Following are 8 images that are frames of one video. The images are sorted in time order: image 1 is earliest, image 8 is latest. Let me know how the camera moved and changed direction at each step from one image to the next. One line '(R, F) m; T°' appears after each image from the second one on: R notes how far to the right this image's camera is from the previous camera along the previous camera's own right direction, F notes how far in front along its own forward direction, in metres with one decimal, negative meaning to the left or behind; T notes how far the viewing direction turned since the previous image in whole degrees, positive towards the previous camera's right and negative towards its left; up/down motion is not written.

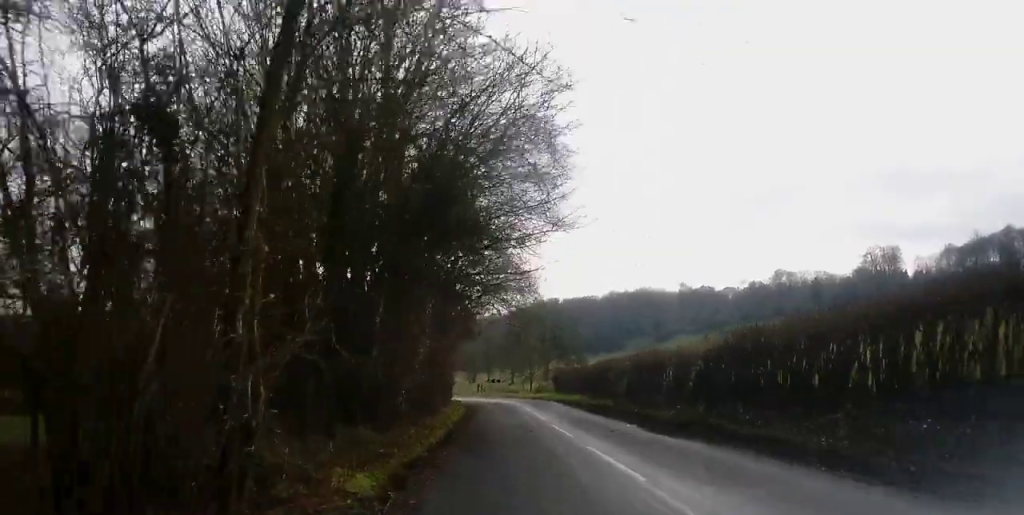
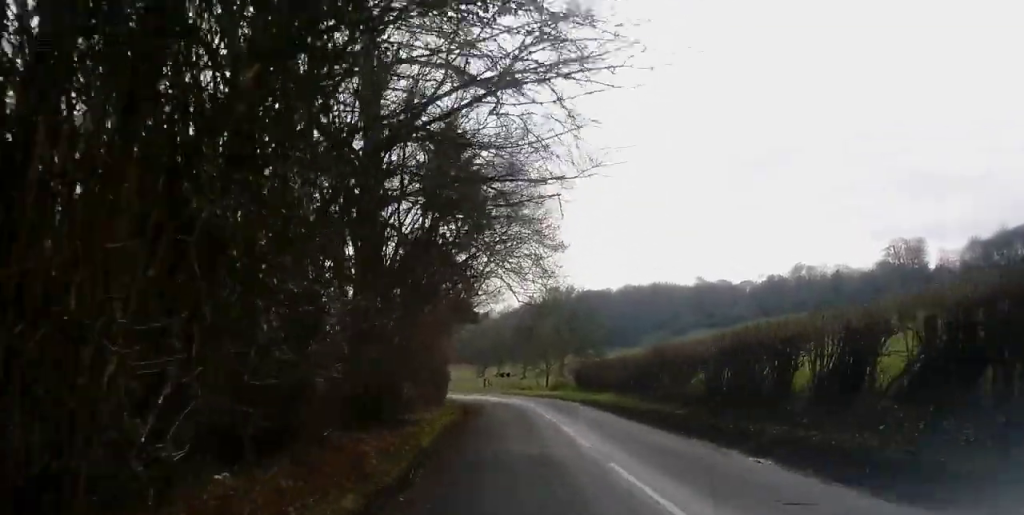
(-0.2, +11.6) m; 0°
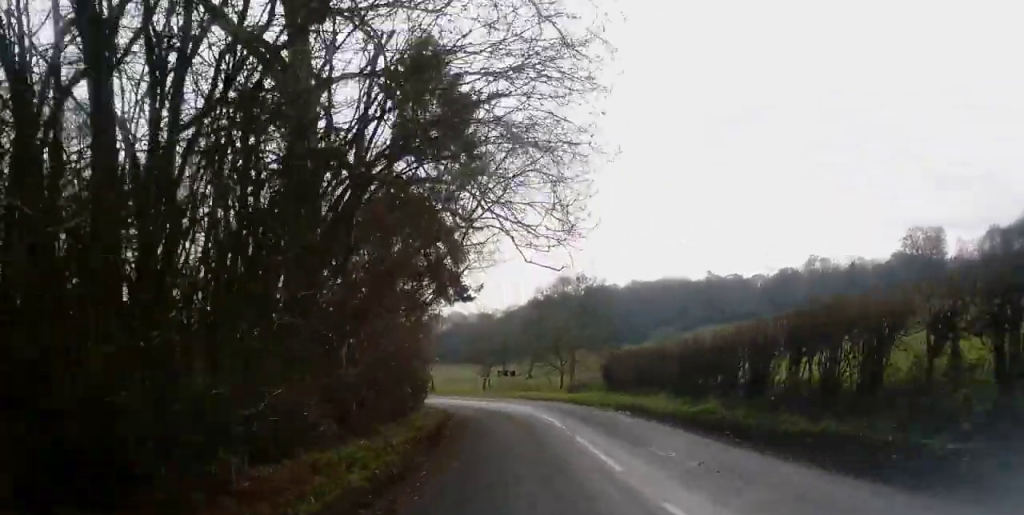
(+0.1, +12.8) m; -2°
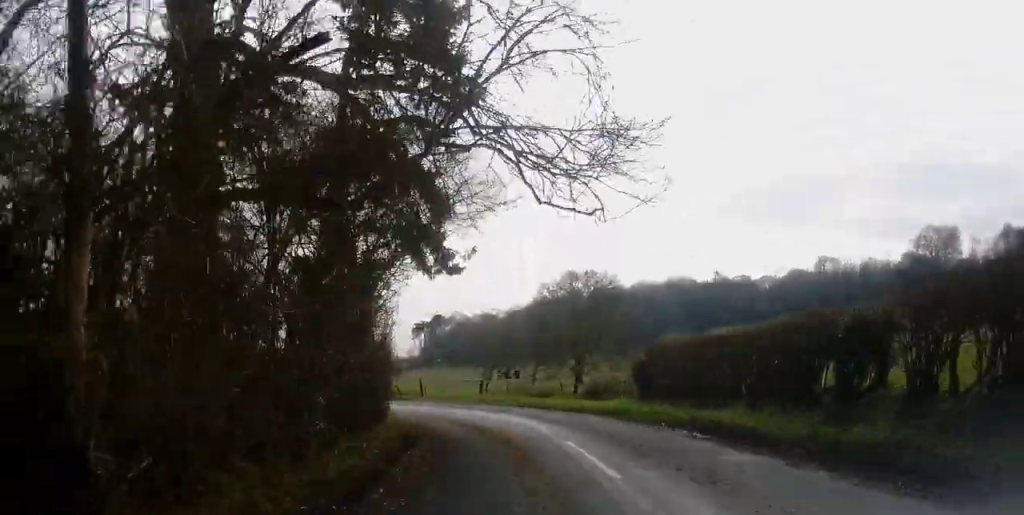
(-0.5, +9.9) m; -3°
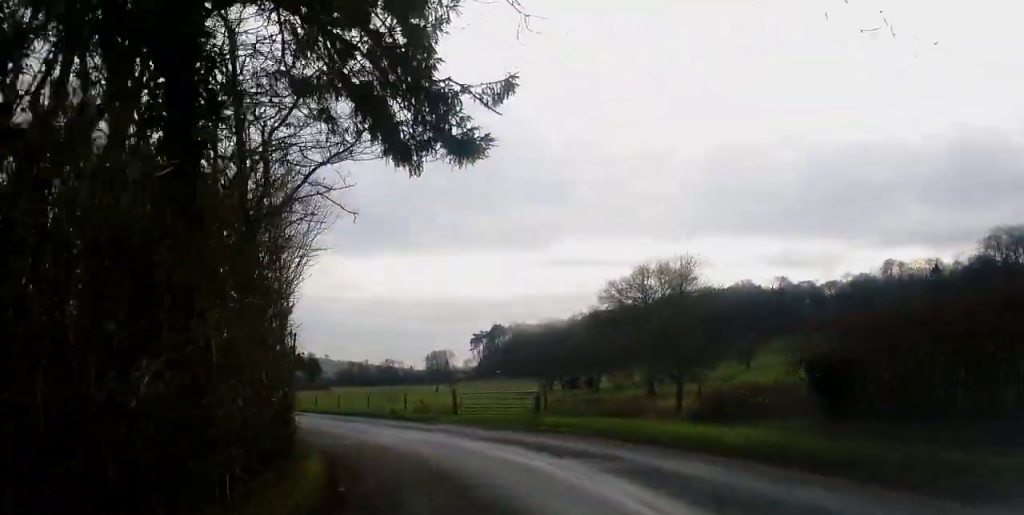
(-0.3, +14.0) m; -5°
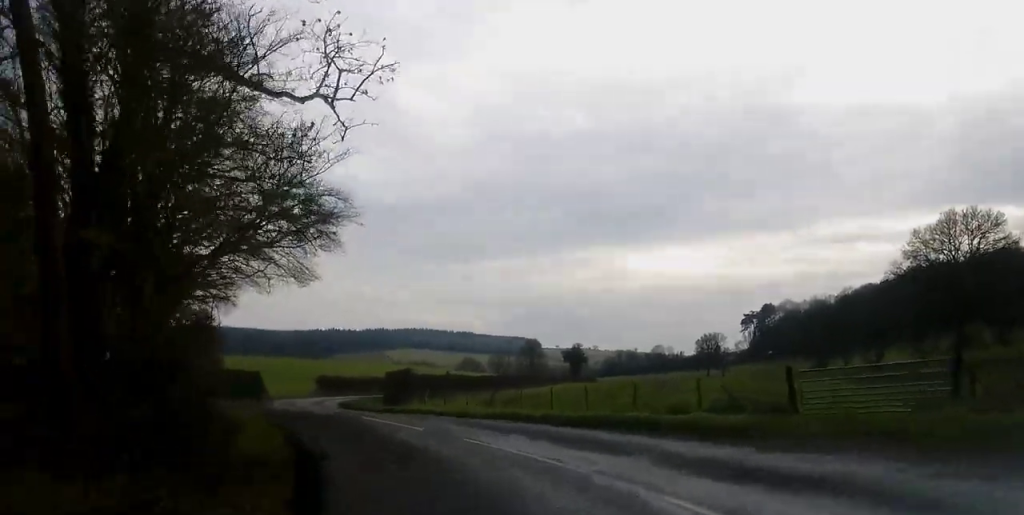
(-1.8, +16.9) m; -17°
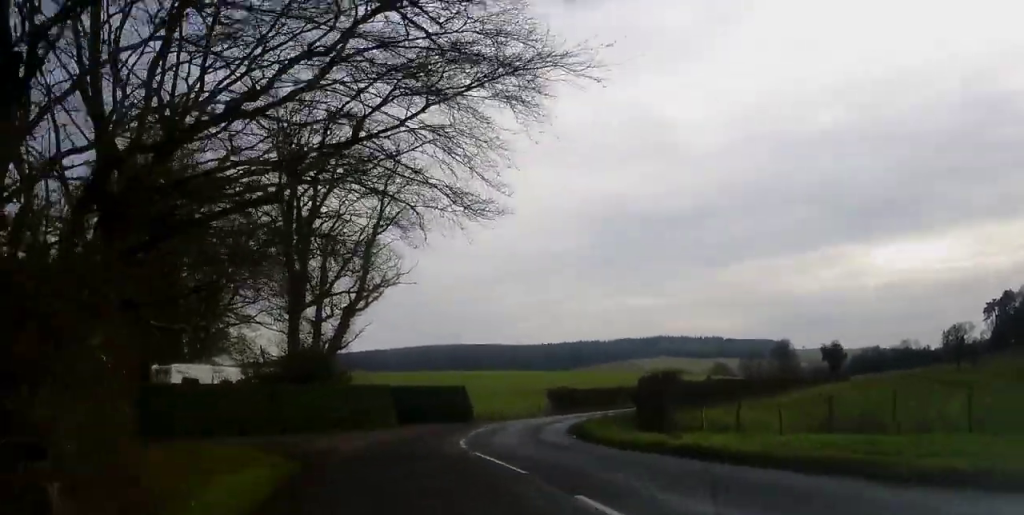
(-2.4, +15.3) m; -16°
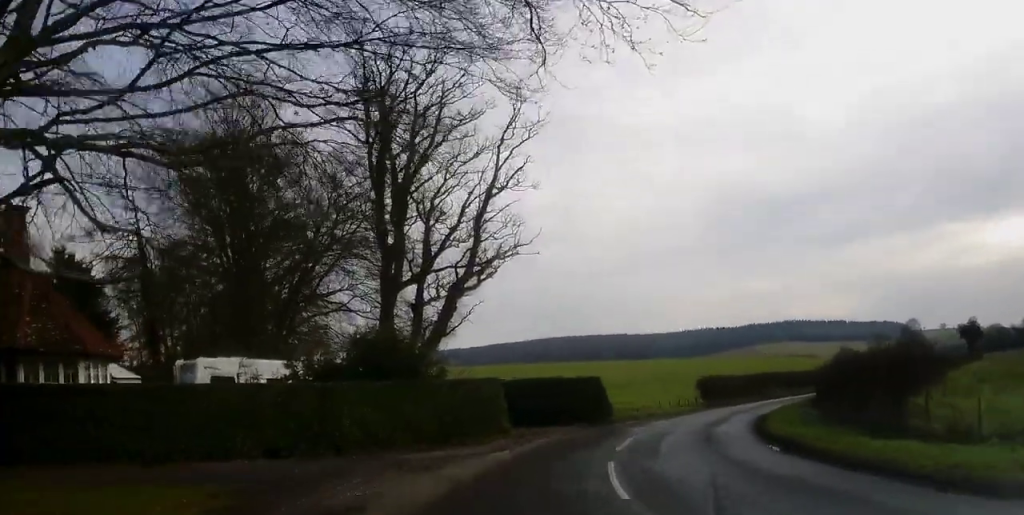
(-0.9, +10.5) m; -5°
